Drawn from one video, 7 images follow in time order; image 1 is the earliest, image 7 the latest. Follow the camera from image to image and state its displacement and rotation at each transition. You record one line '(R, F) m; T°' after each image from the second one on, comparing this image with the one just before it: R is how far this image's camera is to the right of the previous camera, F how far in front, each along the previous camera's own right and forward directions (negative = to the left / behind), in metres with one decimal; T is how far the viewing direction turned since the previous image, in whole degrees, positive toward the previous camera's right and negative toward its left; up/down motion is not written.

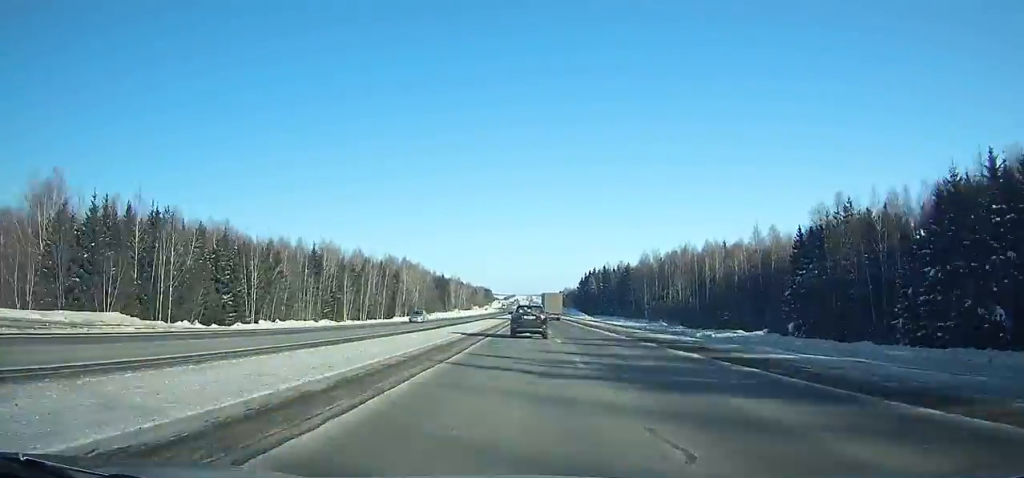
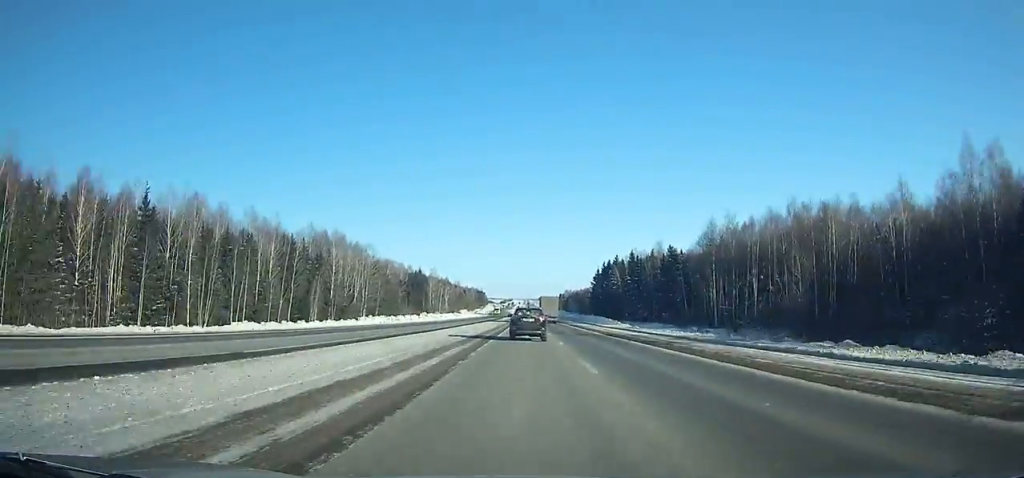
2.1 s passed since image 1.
(0.0, +59.9) m; 0°
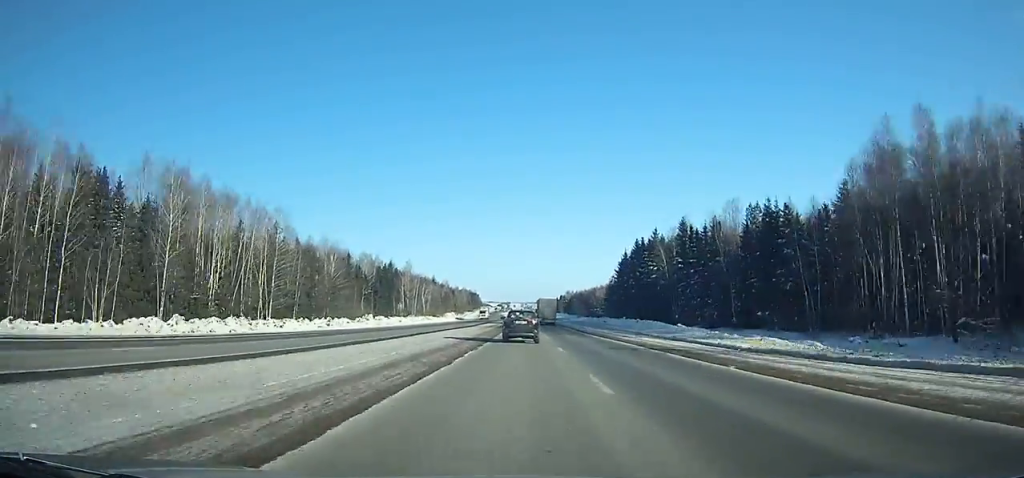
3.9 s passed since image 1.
(+0.1, +50.6) m; 0°
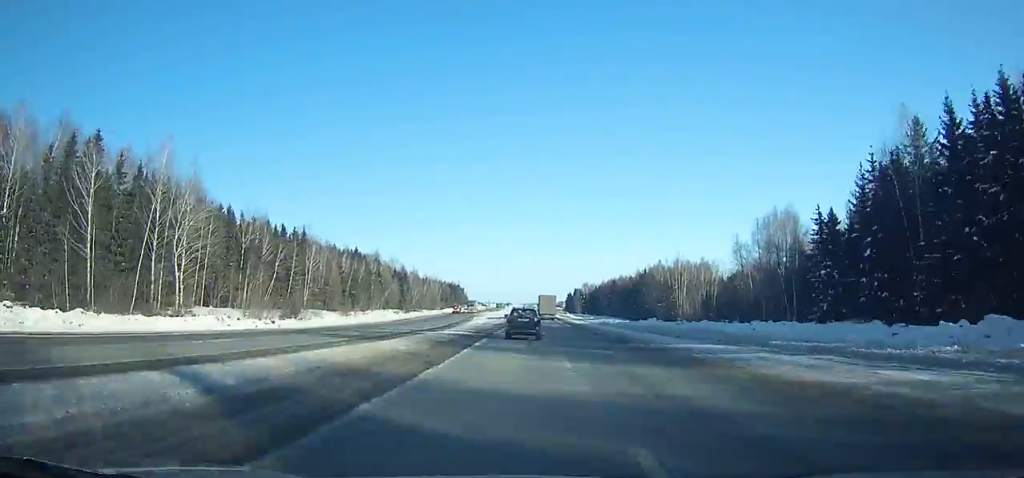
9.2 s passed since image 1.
(+0.4, +147.3) m; 0°
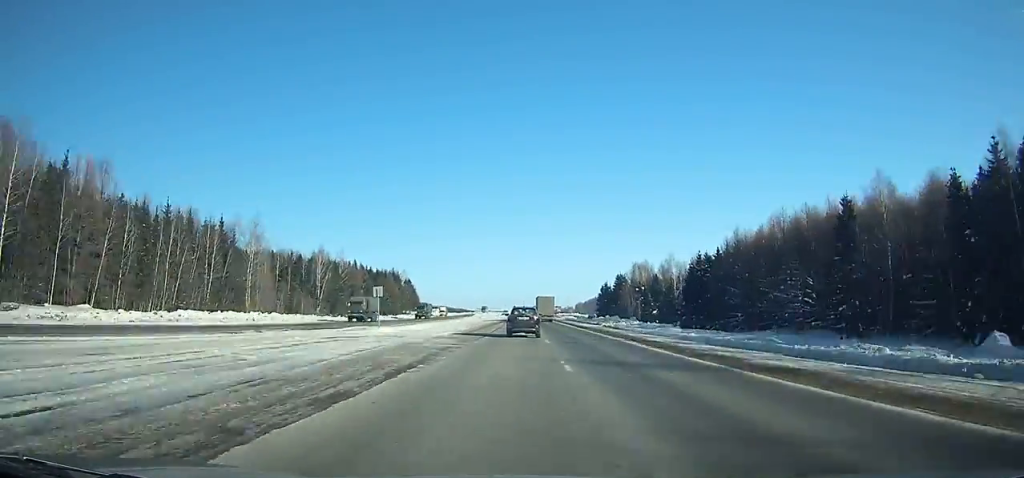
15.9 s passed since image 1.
(-1.0, +195.7) m; -1°
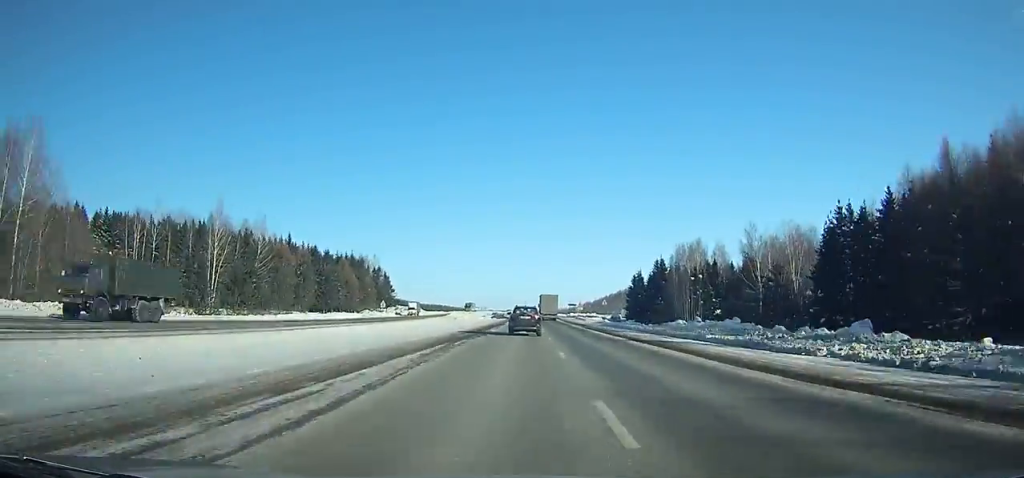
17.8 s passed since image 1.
(-0.3, +54.7) m; 0°
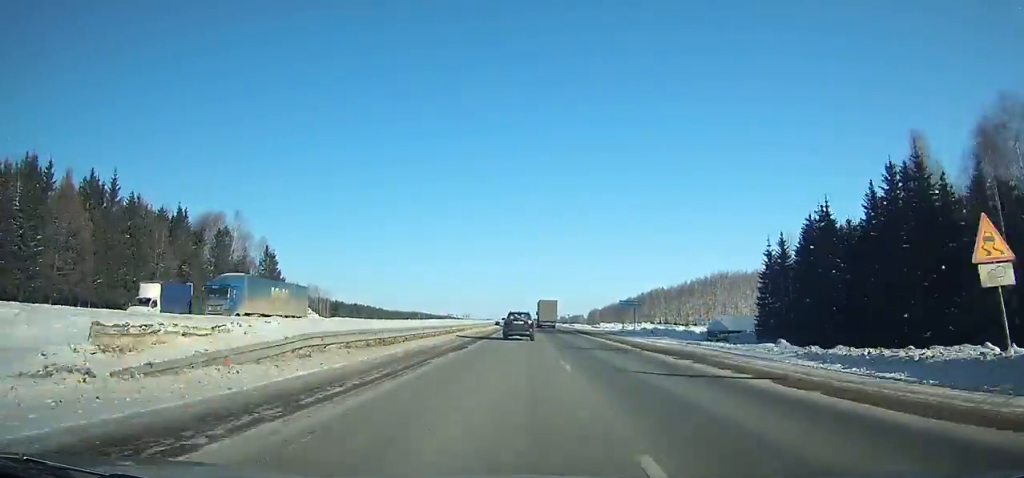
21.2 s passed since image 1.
(+0.4, +96.5) m; 0°
